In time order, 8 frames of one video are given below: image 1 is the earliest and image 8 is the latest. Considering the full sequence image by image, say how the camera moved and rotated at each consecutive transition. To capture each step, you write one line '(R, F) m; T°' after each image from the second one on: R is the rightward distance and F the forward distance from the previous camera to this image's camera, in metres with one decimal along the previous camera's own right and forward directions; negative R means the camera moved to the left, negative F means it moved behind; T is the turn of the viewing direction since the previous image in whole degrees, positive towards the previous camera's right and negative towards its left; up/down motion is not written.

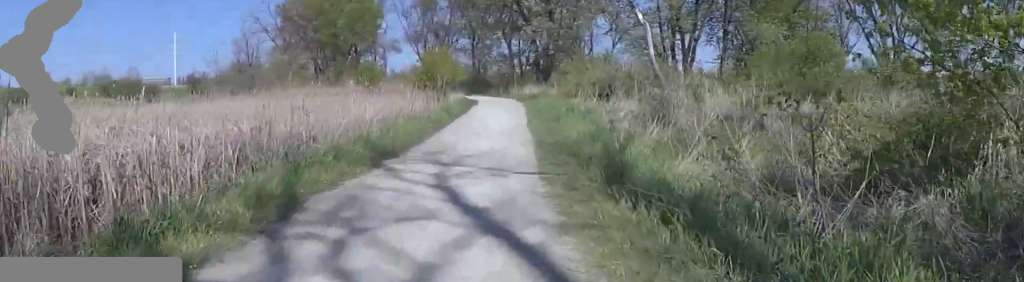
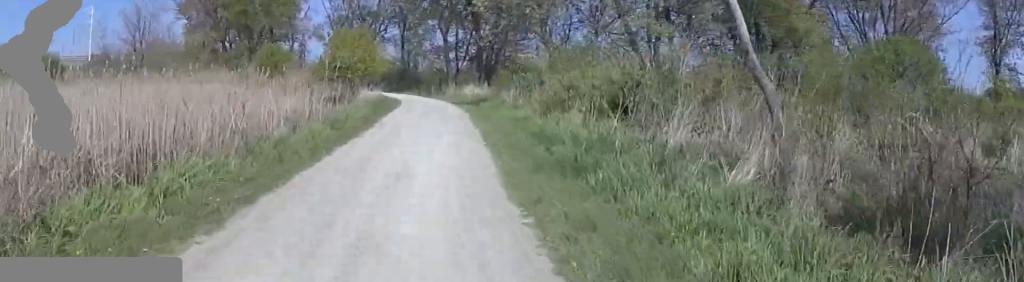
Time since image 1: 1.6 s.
(+0.5, +10.9) m; 0°
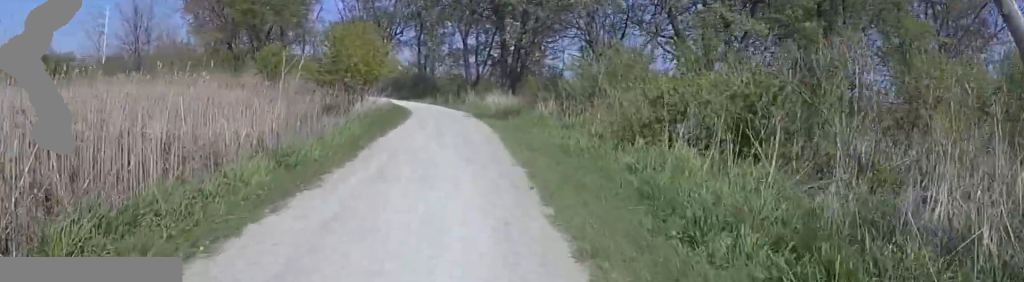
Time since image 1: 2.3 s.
(0.0, +5.2) m; -1°
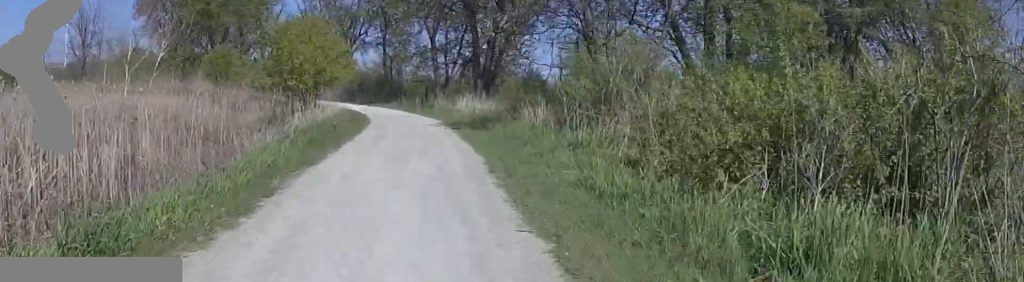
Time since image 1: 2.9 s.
(+0.8, +3.8) m; -1°
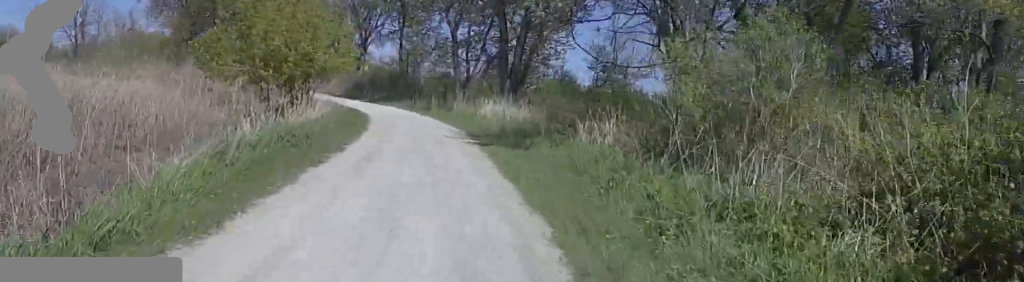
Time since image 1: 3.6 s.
(-0.9, +4.4) m; 0°
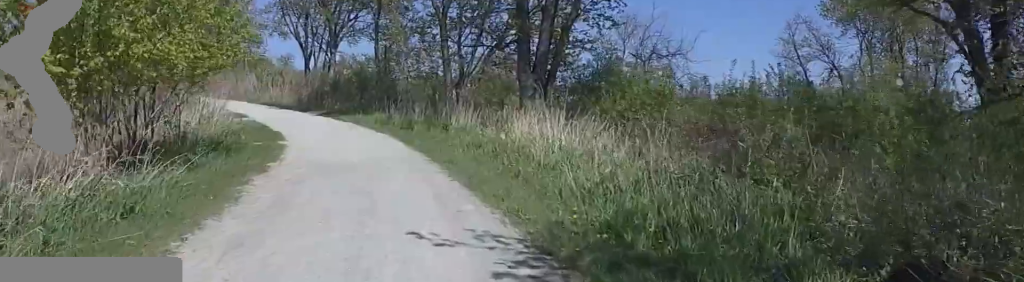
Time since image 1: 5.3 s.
(+0.6, +10.9) m; -3°
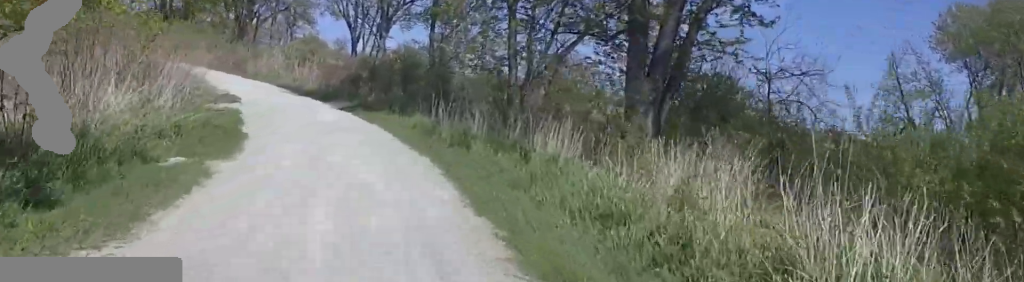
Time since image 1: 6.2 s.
(-1.0, +6.3) m; -10°
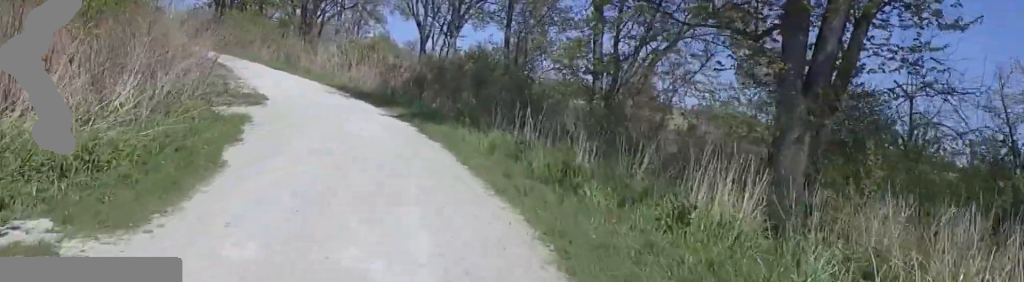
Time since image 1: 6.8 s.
(-0.3, +3.8) m; 0°
